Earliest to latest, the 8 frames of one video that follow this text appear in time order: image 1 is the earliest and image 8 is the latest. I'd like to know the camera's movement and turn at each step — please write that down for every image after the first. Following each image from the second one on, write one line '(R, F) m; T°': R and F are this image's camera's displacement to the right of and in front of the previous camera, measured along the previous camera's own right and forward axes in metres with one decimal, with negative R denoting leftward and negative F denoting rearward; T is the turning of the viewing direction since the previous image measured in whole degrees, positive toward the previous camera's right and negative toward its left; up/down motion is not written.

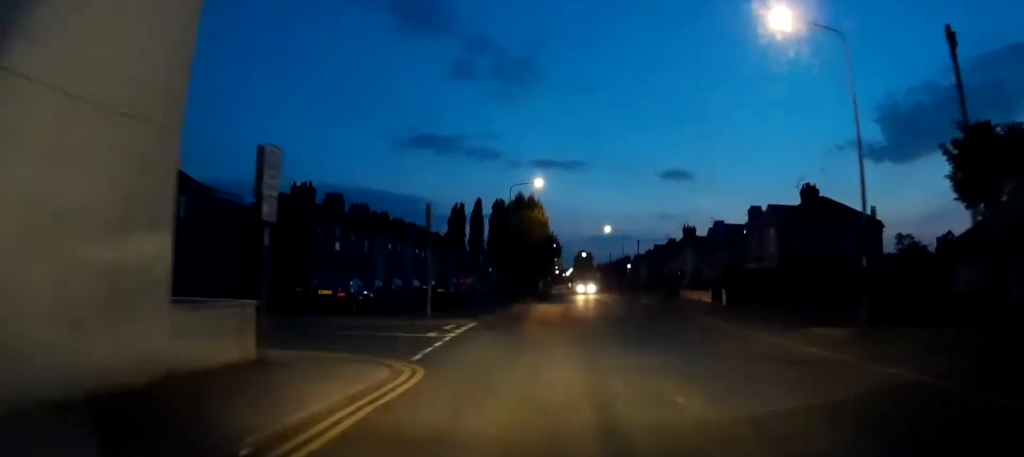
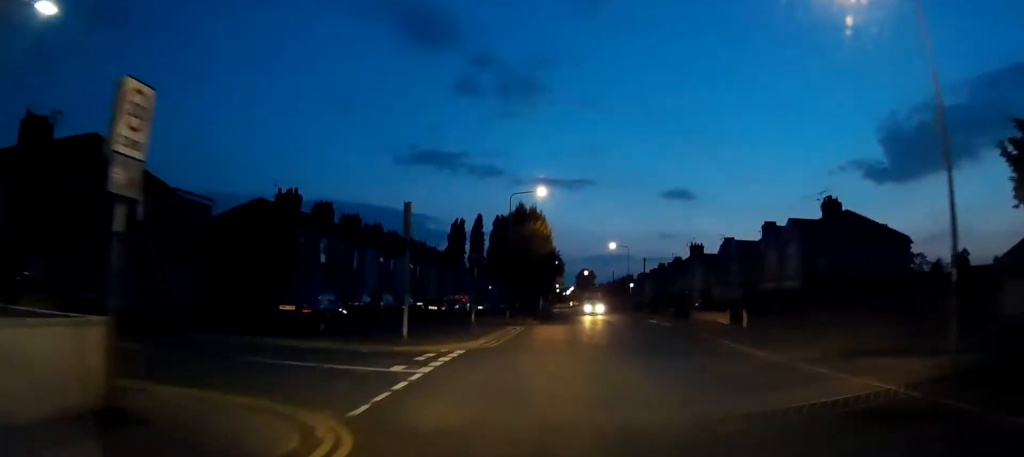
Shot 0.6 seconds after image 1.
(+0.1, +4.0) m; 0°
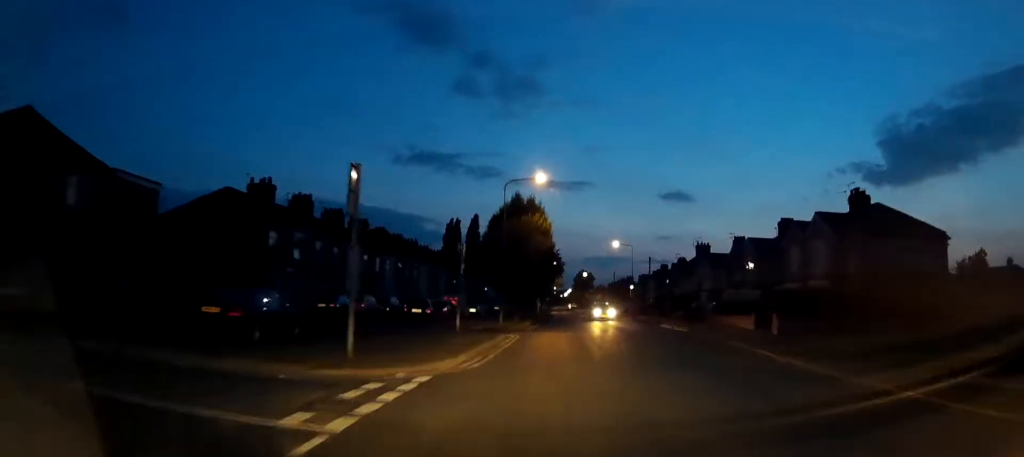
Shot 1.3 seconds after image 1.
(+0.2, +4.8) m; 0°
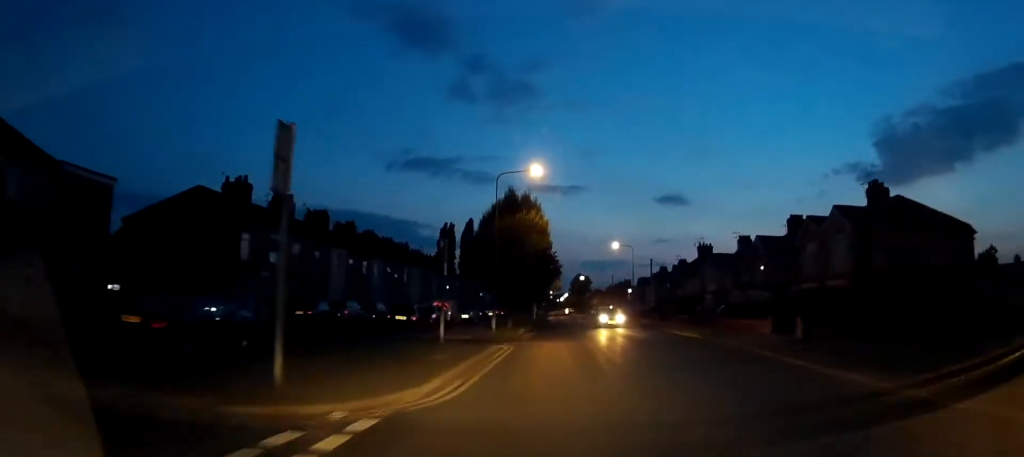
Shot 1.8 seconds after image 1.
(-0.3, +3.1) m; +1°
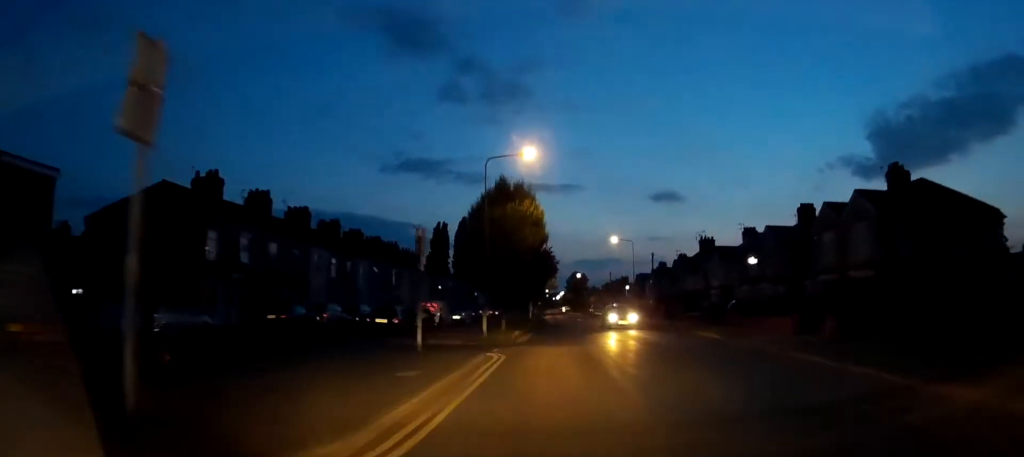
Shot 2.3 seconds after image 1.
(-0.2, +3.2) m; +1°
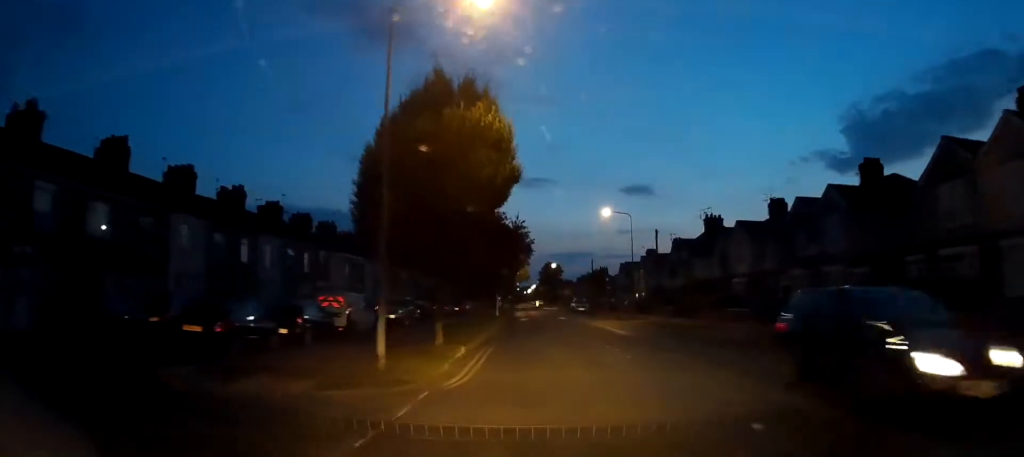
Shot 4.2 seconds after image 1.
(+0.6, +14.5) m; +2°
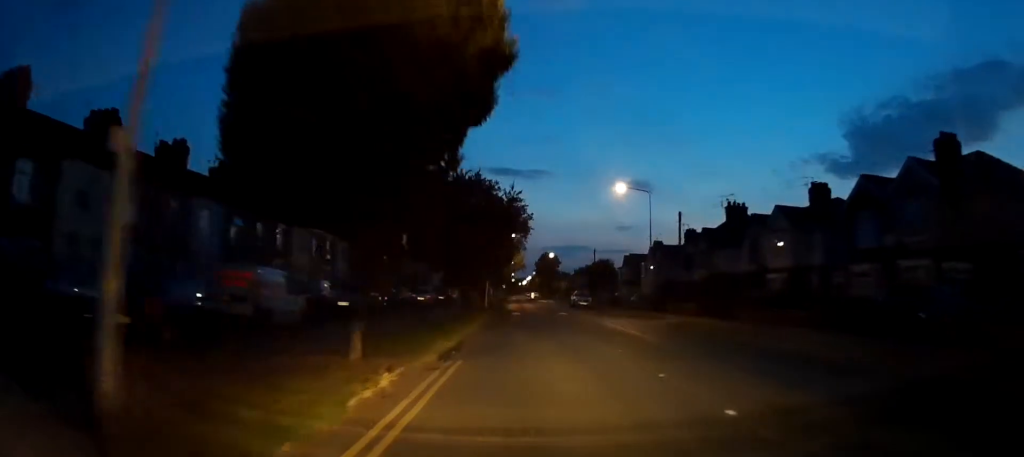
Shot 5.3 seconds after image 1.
(+0.4, +8.3) m; 0°
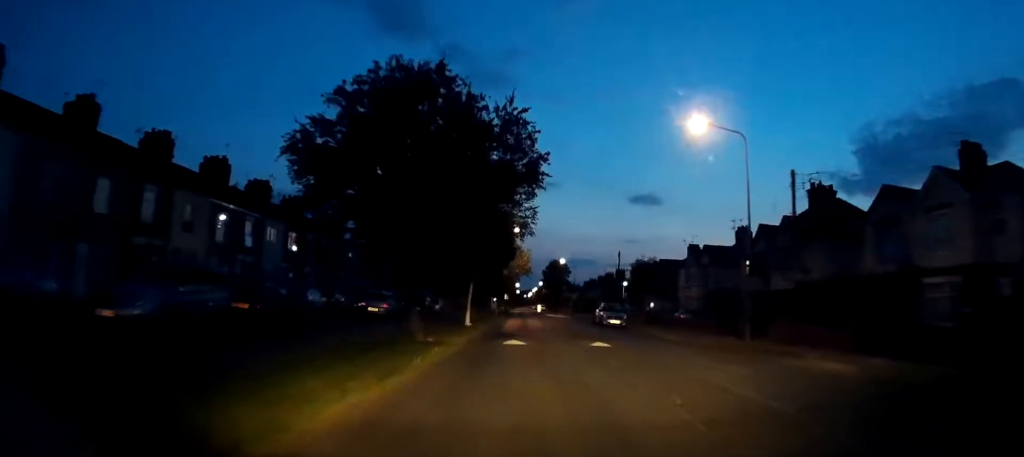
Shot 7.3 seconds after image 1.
(-0.2, +16.6) m; +2°
